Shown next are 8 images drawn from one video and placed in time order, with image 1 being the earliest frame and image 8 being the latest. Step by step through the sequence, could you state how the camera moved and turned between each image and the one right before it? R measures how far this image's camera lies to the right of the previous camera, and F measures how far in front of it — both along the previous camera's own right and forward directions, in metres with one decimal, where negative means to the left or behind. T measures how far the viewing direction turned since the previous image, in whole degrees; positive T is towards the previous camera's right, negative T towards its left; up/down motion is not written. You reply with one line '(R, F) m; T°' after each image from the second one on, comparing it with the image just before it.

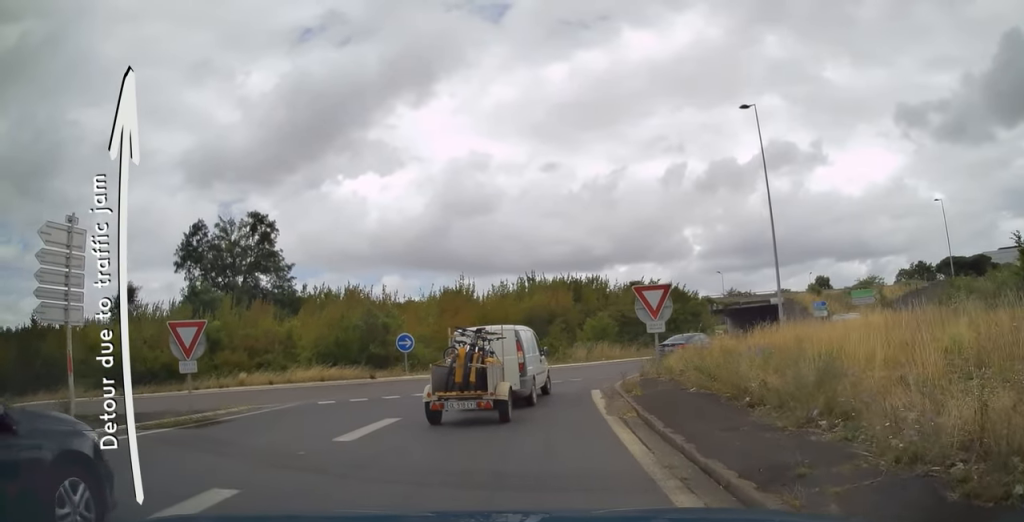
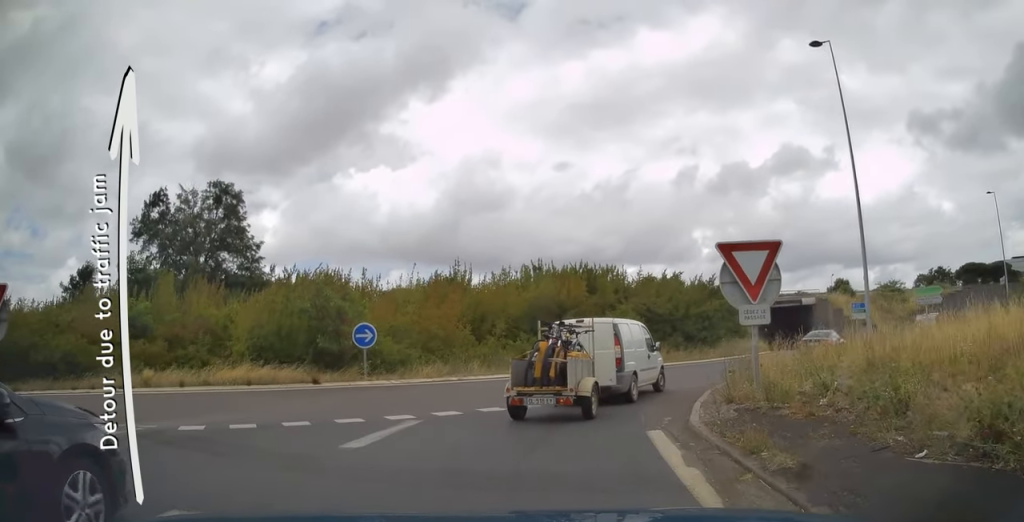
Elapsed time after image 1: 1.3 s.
(0.0, +7.4) m; +2°
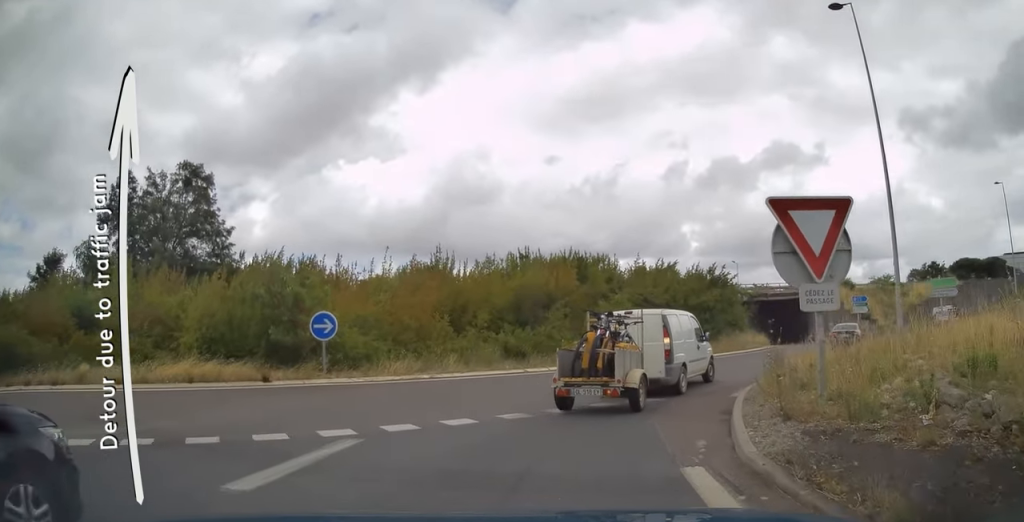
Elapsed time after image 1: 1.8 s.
(0.0, +2.7) m; +2°
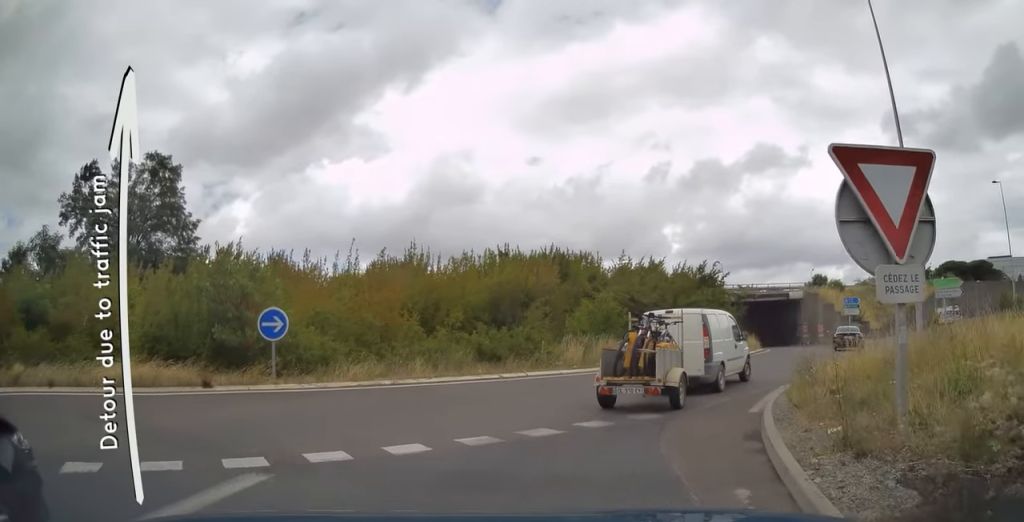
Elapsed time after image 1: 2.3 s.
(0.0, +2.1) m; +2°
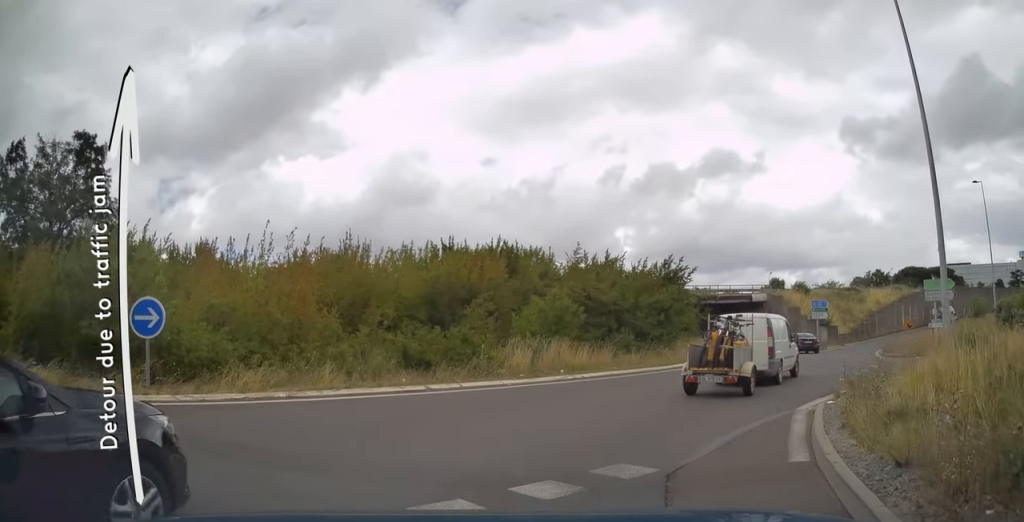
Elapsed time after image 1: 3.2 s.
(+0.1, +3.8) m; +6°
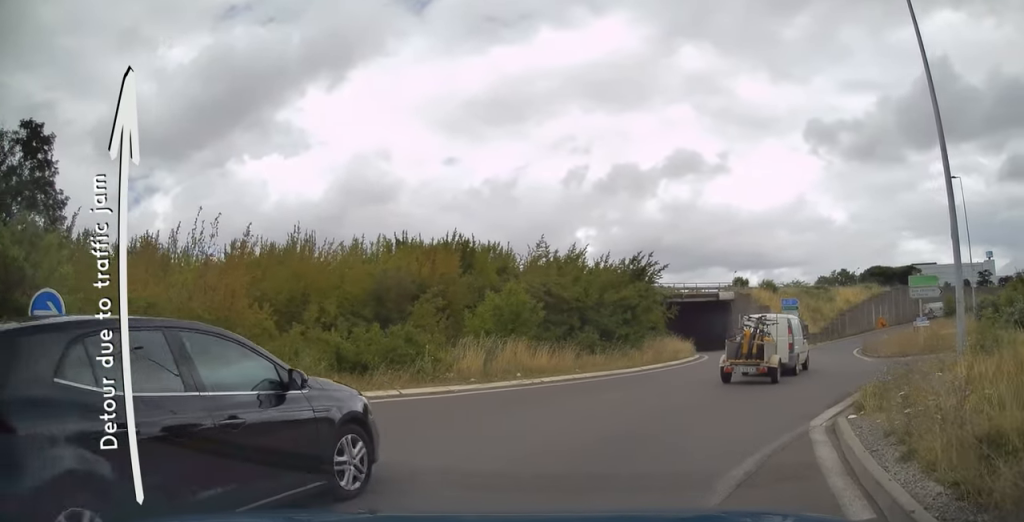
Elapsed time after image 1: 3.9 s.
(+0.1, +2.5) m; +7°
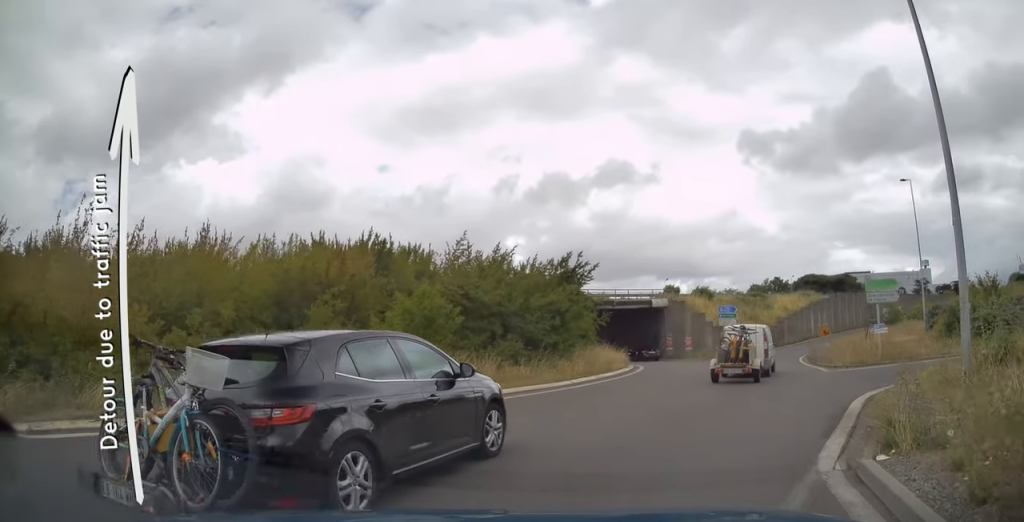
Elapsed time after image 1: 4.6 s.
(+0.1, +2.8) m; +10°
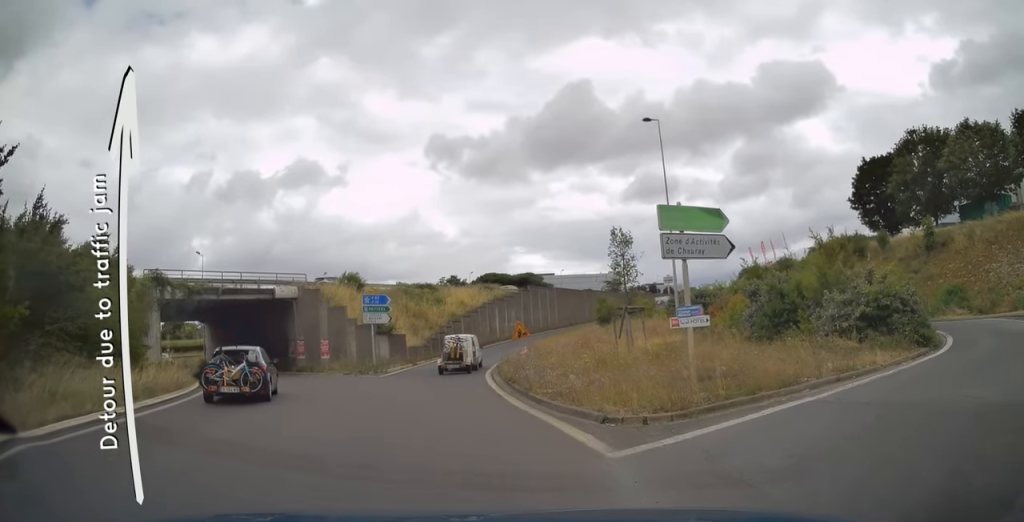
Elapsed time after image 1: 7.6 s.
(+4.2, +16.1) m; +16°
